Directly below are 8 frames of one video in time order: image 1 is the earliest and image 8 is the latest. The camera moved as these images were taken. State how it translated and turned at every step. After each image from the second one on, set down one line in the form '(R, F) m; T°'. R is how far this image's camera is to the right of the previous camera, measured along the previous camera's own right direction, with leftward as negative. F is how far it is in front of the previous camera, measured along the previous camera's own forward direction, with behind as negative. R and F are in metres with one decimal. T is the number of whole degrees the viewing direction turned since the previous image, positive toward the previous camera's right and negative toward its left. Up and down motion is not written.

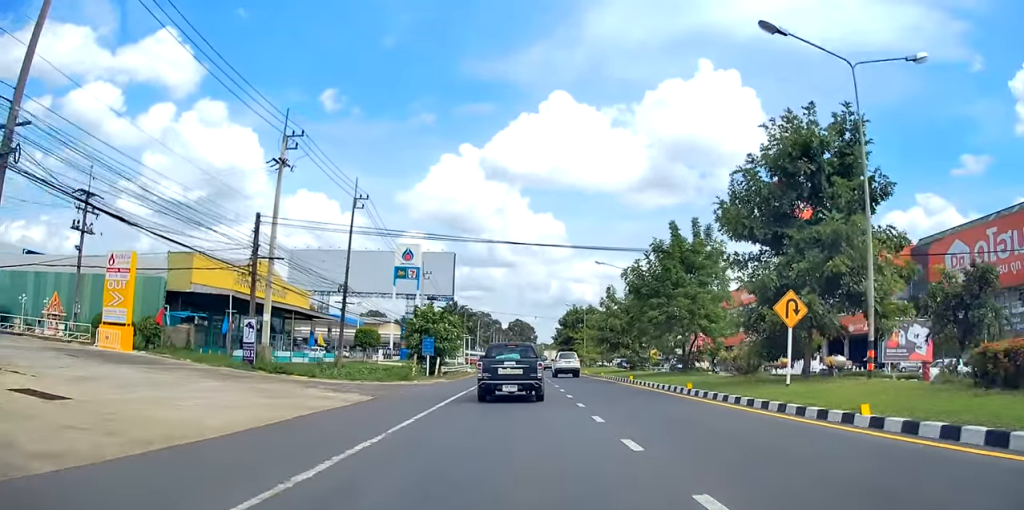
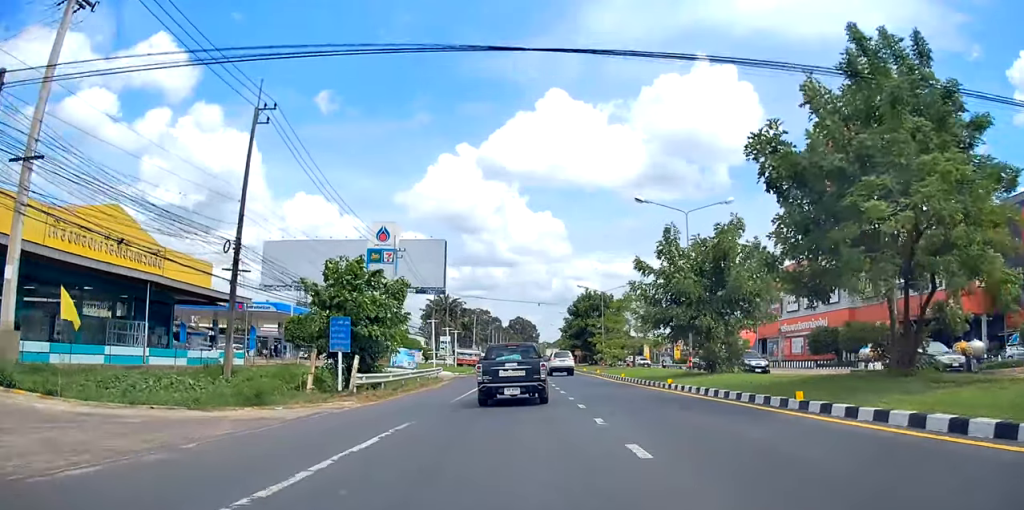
(+1.0, +20.6) m; +3°
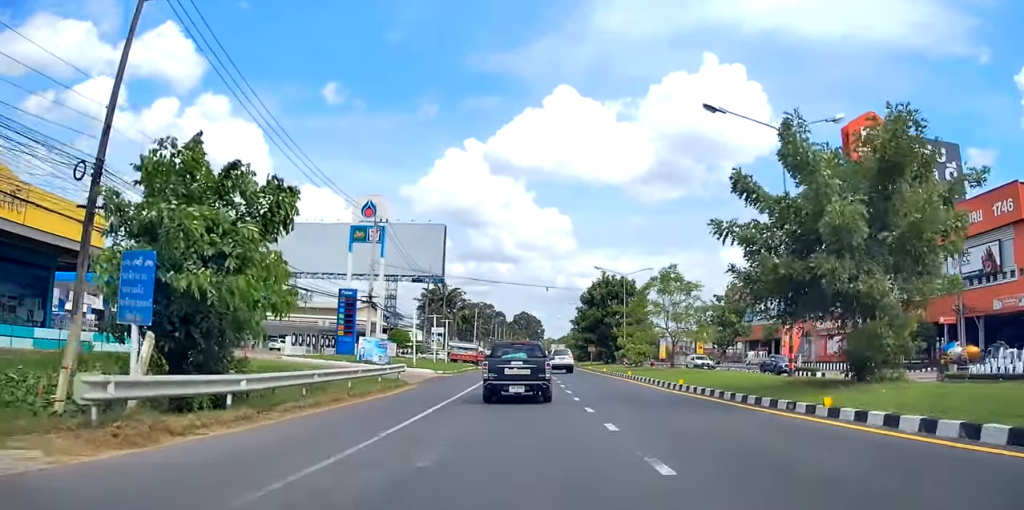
(0.0, +13.2) m; 0°
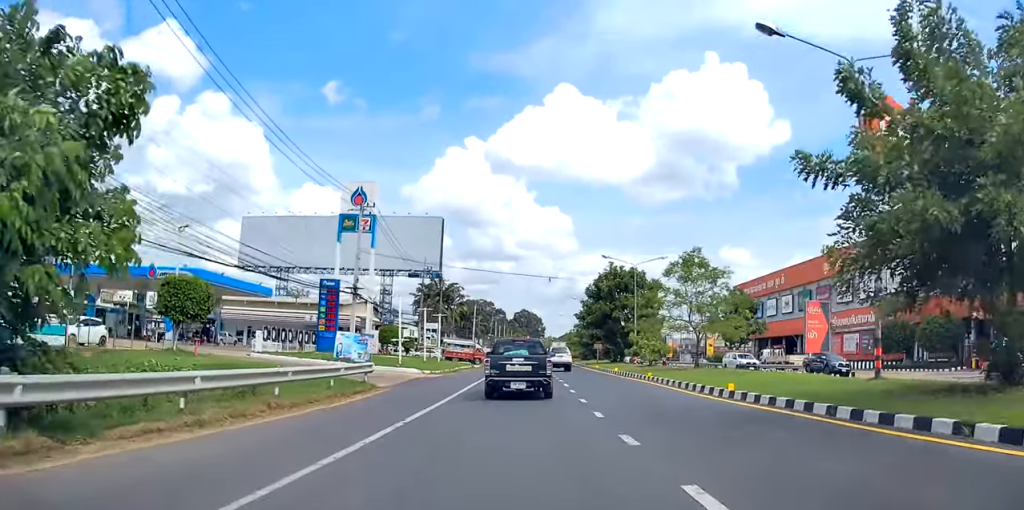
(0.0, +5.5) m; 0°
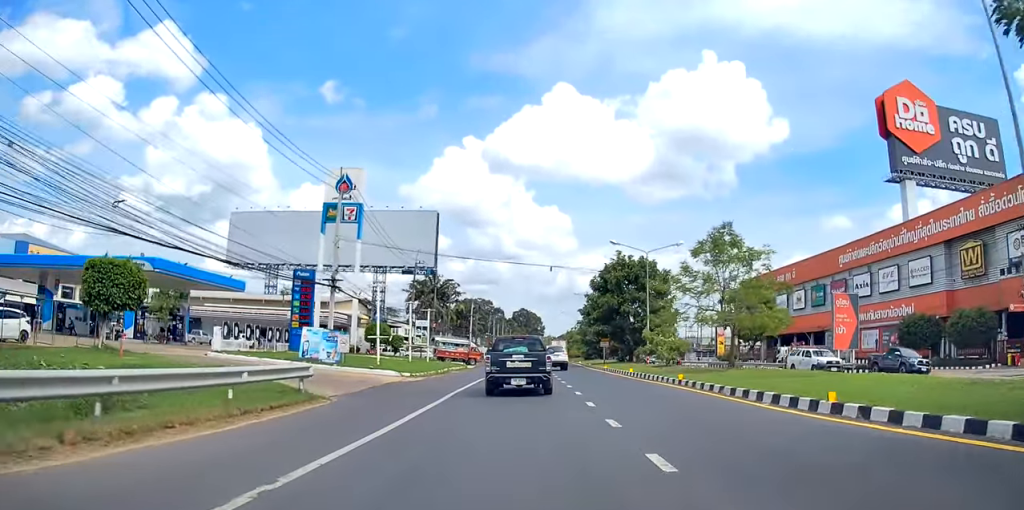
(0.0, +6.4) m; 0°
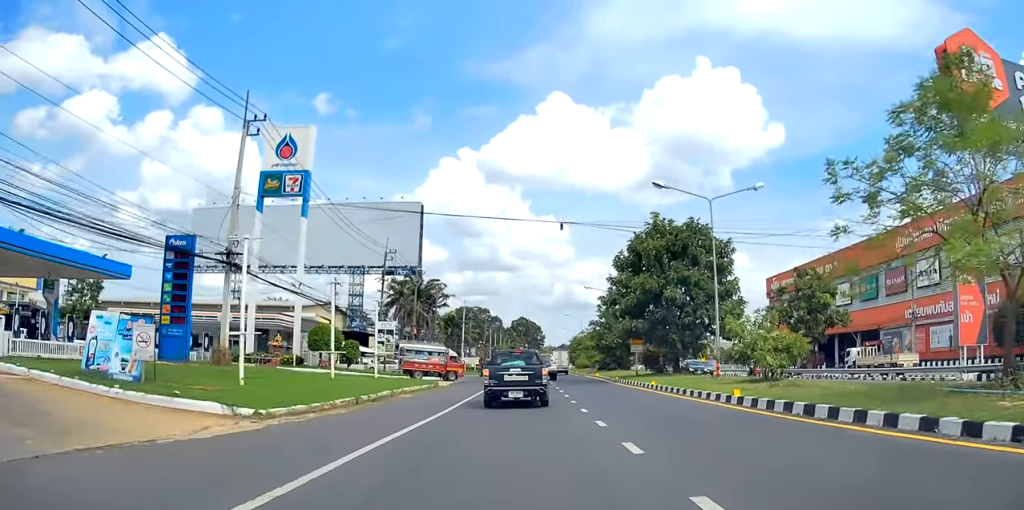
(0.0, +18.5) m; -1°
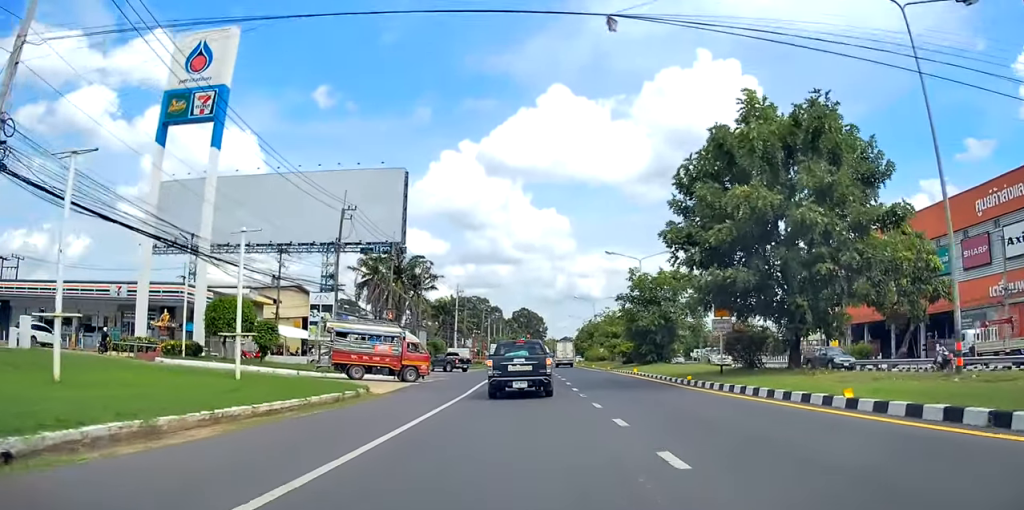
(-0.4, +18.2) m; -2°
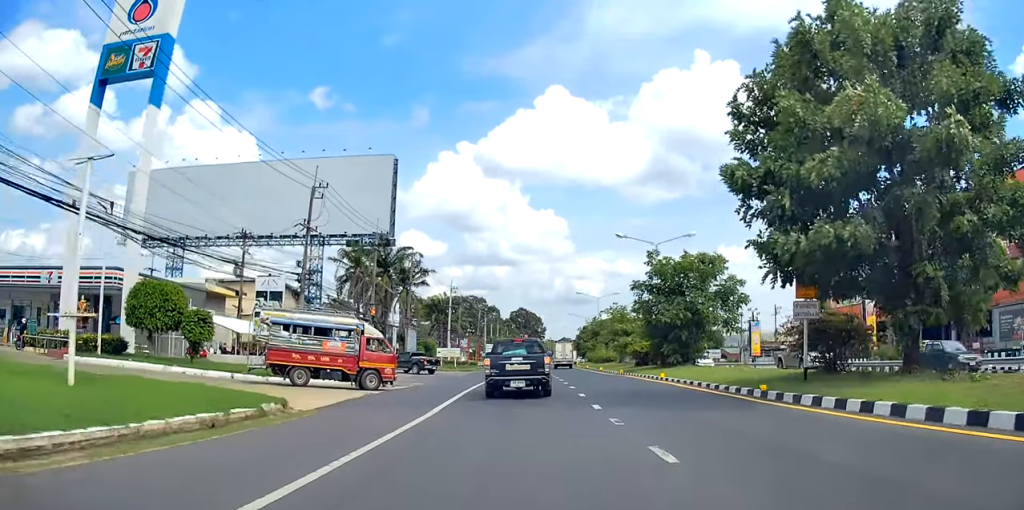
(0.0, +7.5) m; -1°
